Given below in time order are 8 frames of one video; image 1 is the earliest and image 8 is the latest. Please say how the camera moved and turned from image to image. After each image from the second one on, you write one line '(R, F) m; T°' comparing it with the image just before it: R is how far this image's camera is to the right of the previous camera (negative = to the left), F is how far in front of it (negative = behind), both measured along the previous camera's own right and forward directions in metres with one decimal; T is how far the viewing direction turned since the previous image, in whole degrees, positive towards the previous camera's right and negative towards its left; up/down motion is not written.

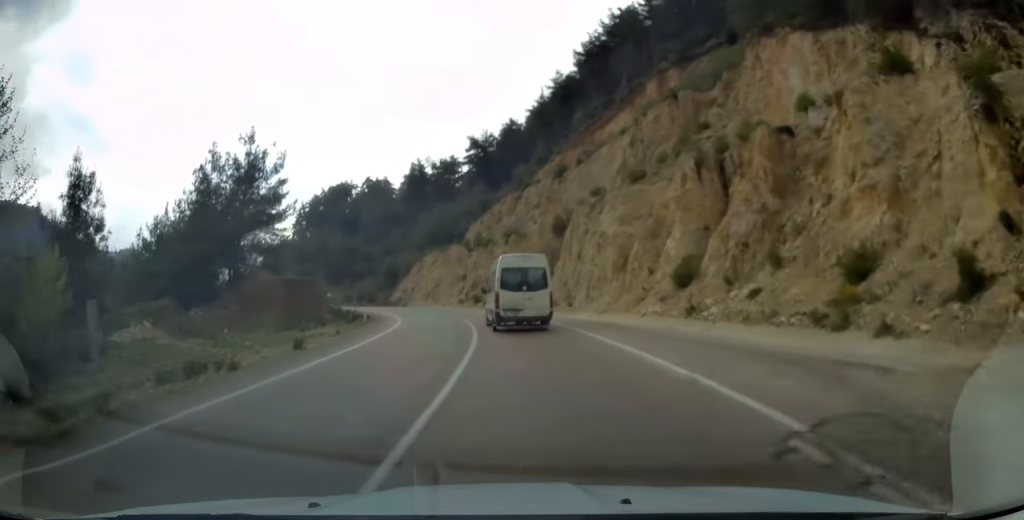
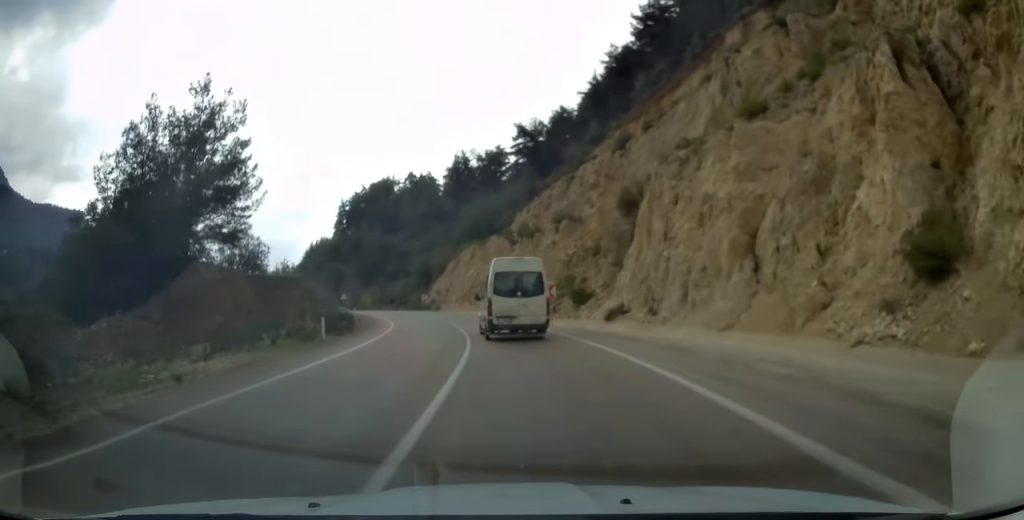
(-0.8, +16.1) m; -5°
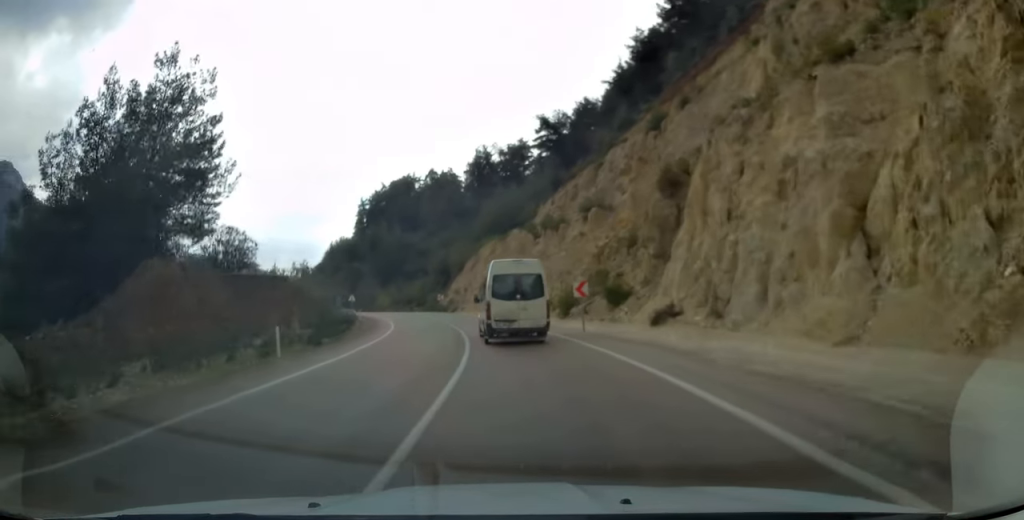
(-0.2, +6.7) m; -2°
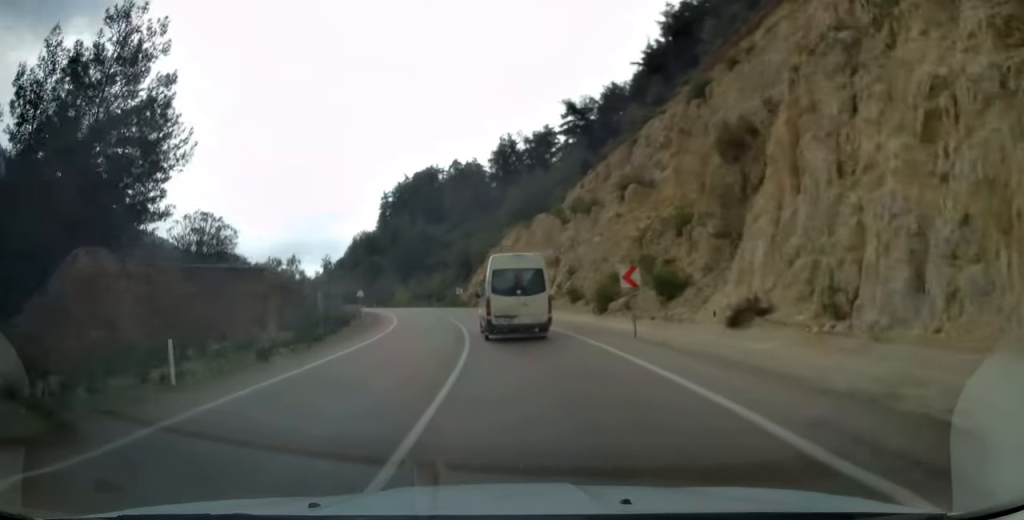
(-0.2, +7.2) m; -2°
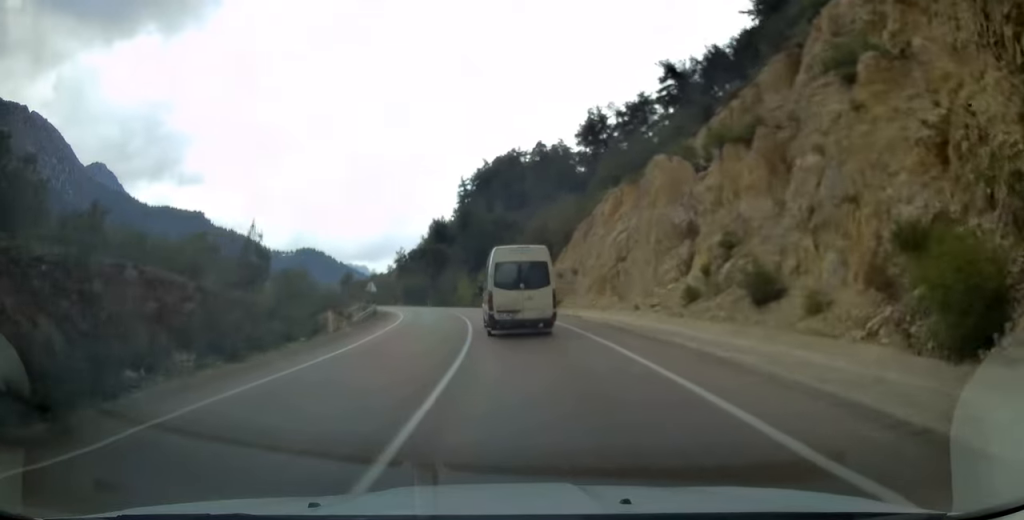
(-1.7, +24.1) m; -8°
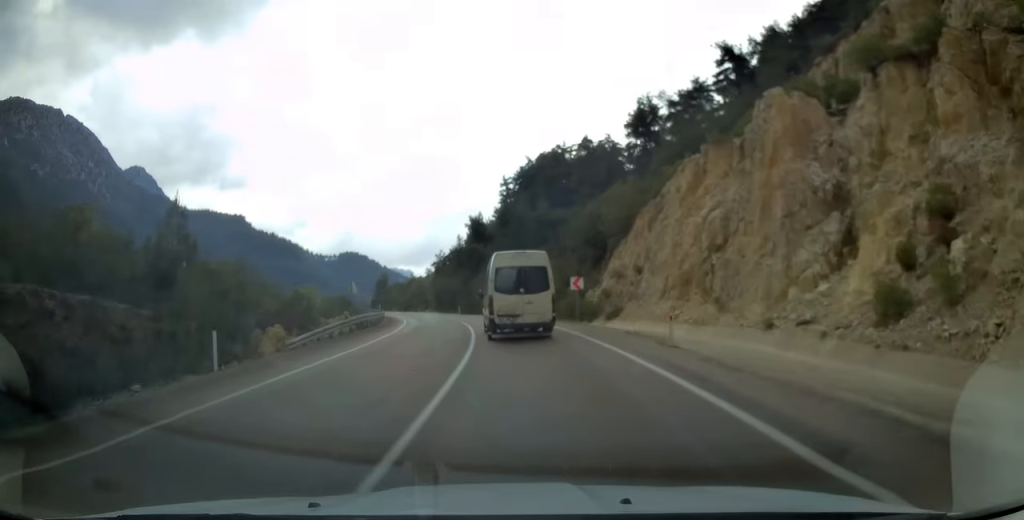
(-0.5, +12.8) m; -5°
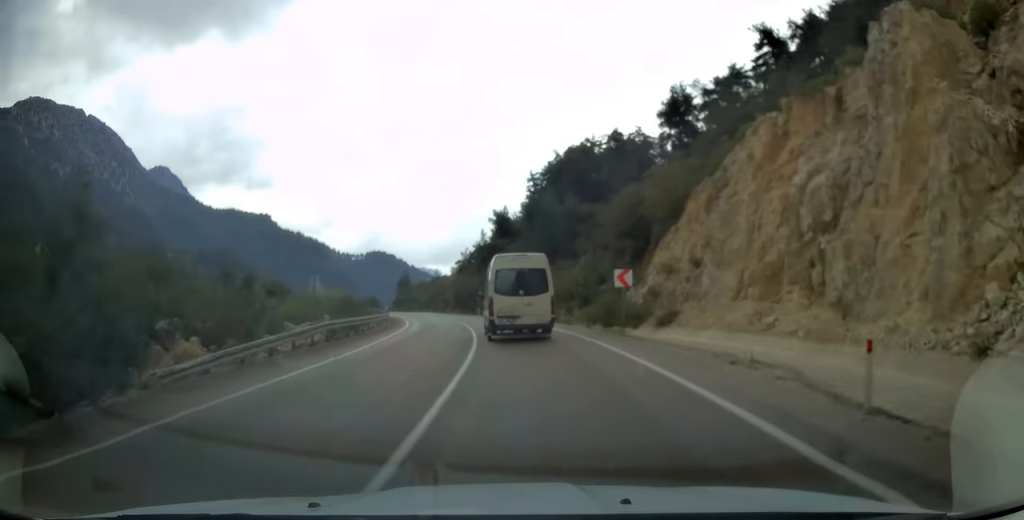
(-0.4, +8.0) m; -3°
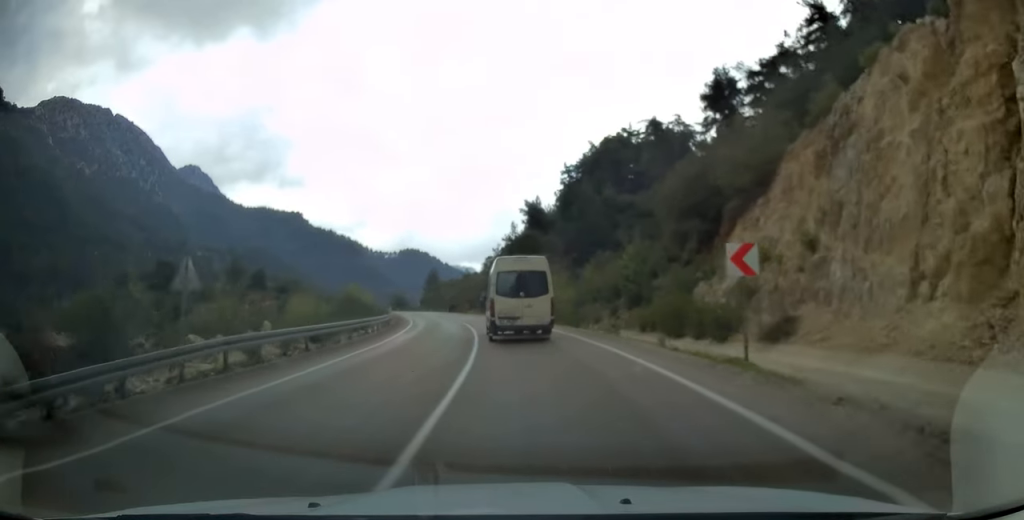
(-0.3, +10.0) m; -3°
